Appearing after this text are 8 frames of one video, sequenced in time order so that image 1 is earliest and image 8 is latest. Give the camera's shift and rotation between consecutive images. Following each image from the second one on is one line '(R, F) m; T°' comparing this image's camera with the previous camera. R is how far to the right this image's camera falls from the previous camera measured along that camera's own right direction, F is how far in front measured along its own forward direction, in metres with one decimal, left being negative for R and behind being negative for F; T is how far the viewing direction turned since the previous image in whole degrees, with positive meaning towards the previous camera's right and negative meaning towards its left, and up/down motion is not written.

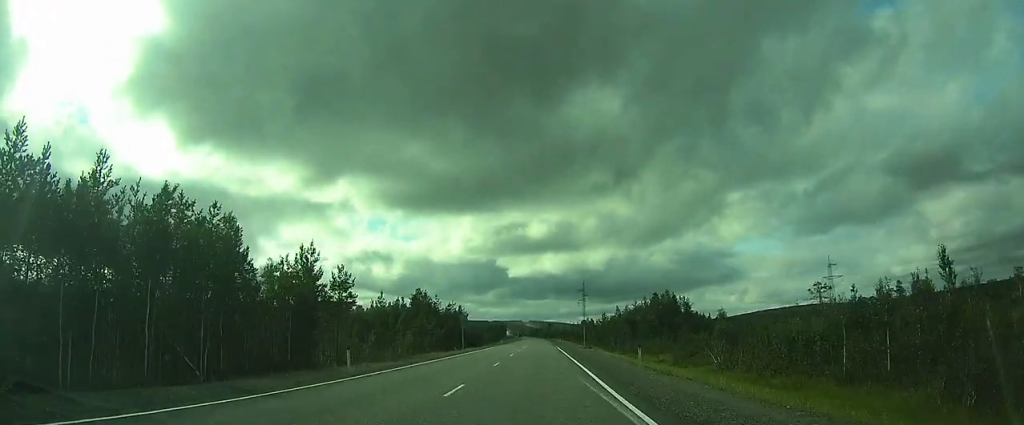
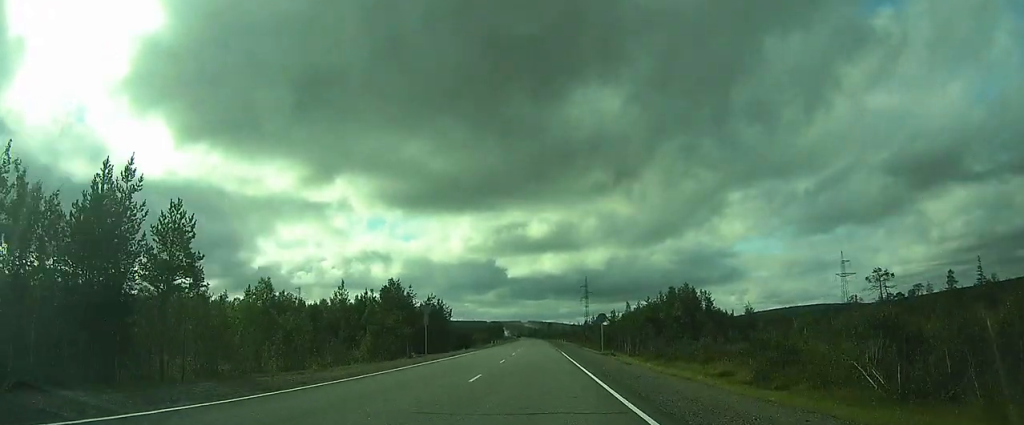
(0.0, +23.2) m; 0°
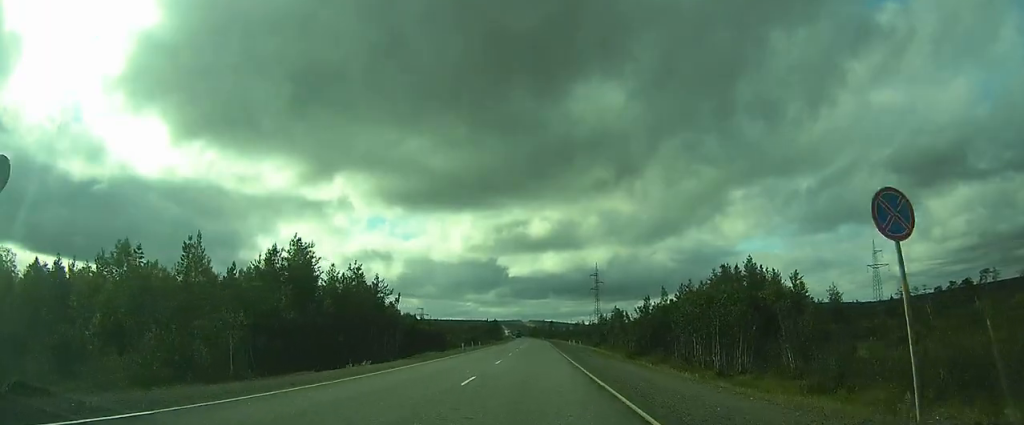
(+0.3, +40.3) m; +1°
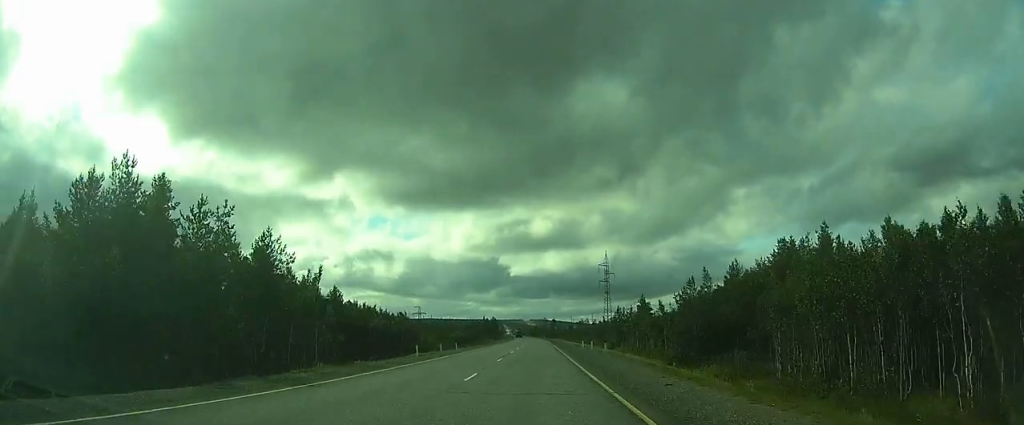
(0.0, +23.5) m; 0°
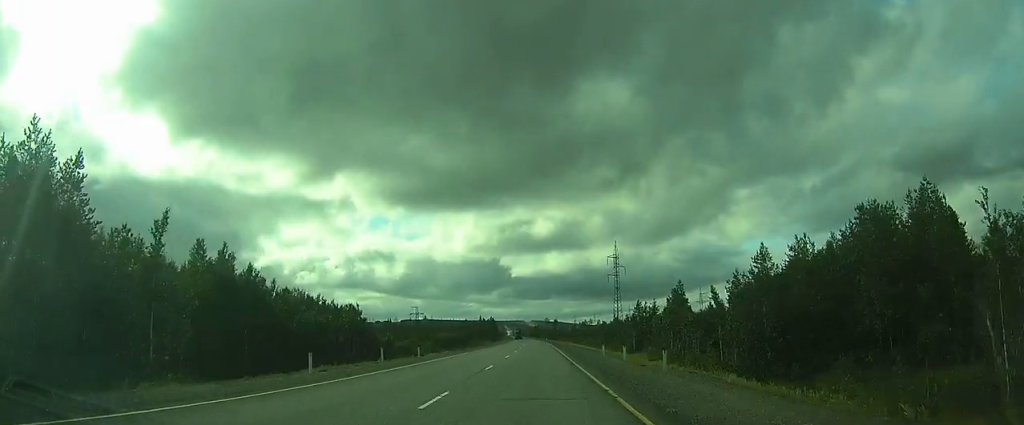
(0.0, +18.0) m; 0°
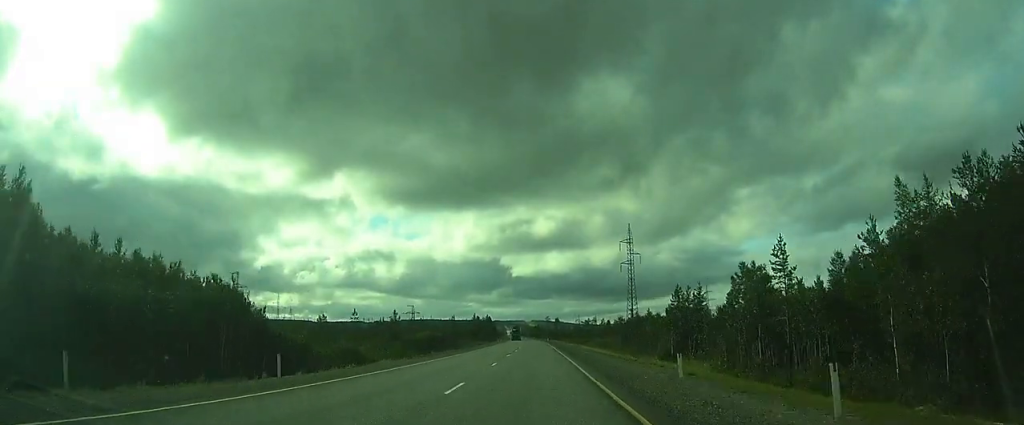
(+0.1, +21.0) m; 0°
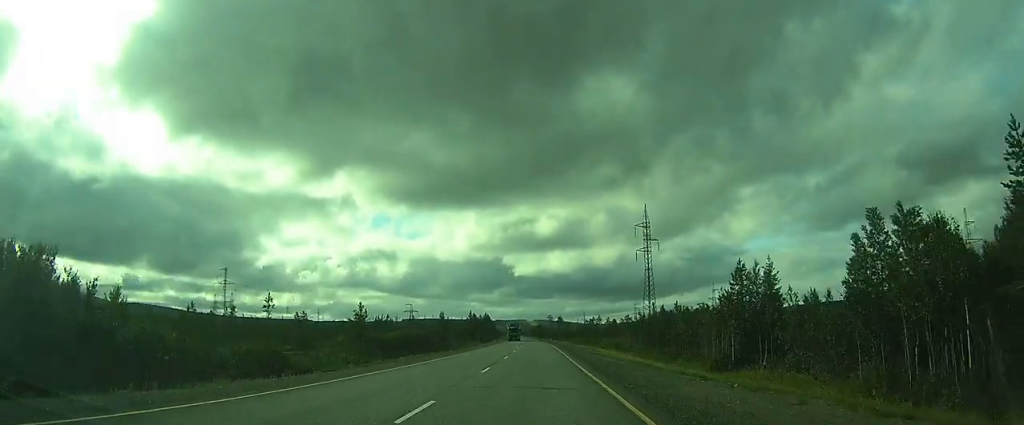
(0.0, +16.2) m; 0°
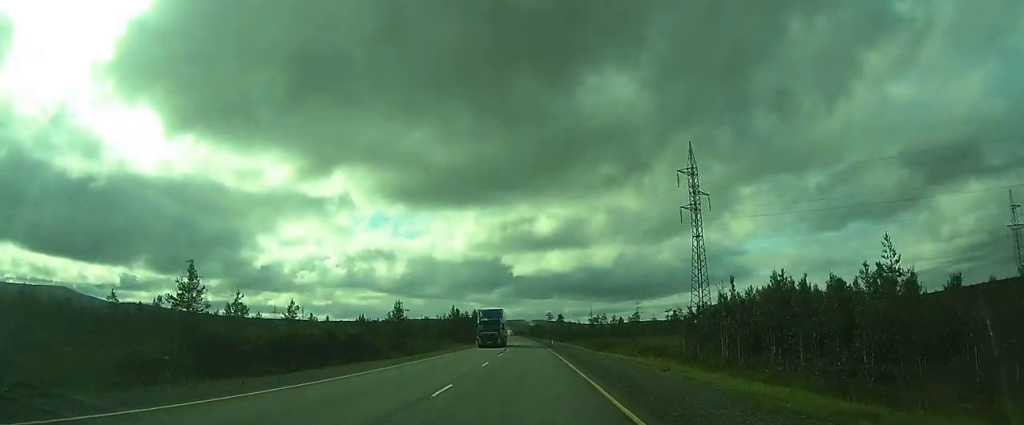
(-0.4, +32.6) m; -1°
